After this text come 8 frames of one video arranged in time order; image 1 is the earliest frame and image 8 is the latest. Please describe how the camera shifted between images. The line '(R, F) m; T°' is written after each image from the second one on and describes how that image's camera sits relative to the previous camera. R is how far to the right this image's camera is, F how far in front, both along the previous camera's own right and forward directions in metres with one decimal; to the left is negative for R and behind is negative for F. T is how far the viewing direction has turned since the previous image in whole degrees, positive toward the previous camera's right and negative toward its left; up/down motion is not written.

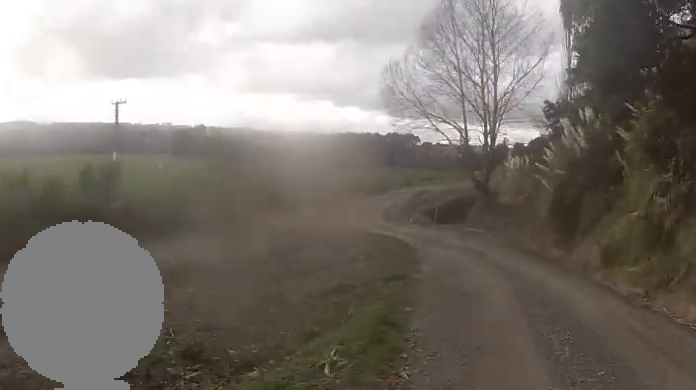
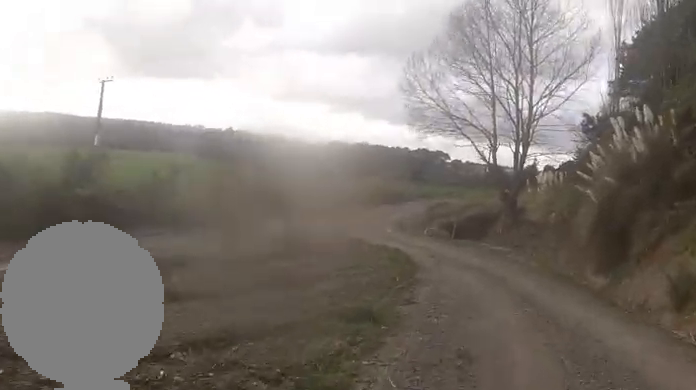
(+0.3, +4.5) m; +1°
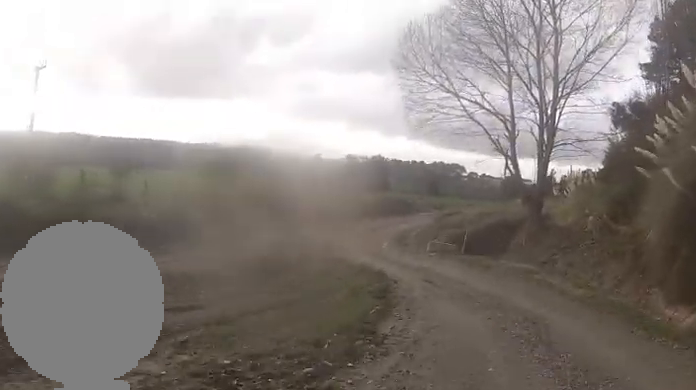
(+0.3, +6.1) m; -1°
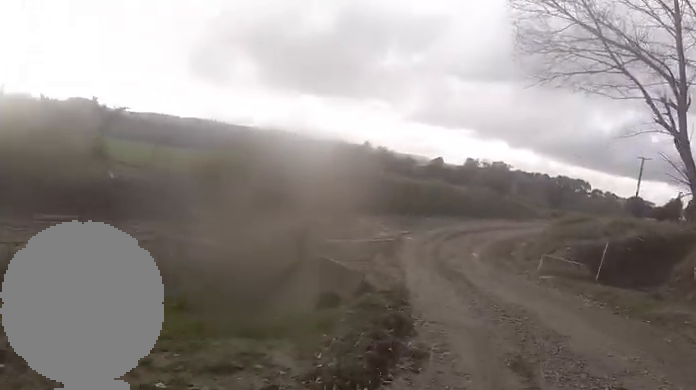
(-0.8, +8.6) m; -16°
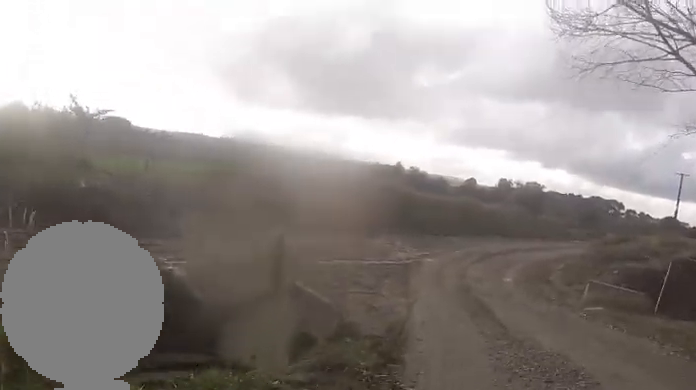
(+0.3, +2.4) m; -8°
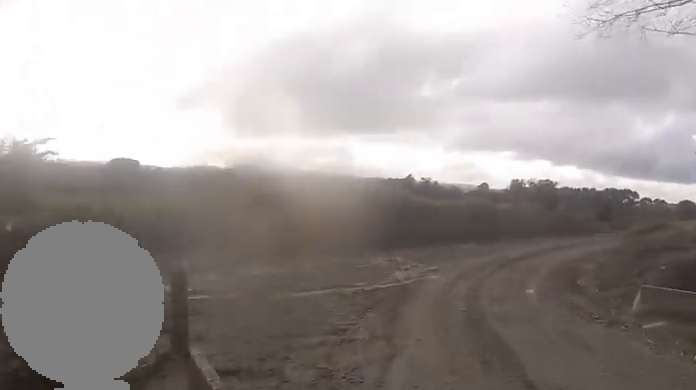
(-0.6, +2.6) m; -4°
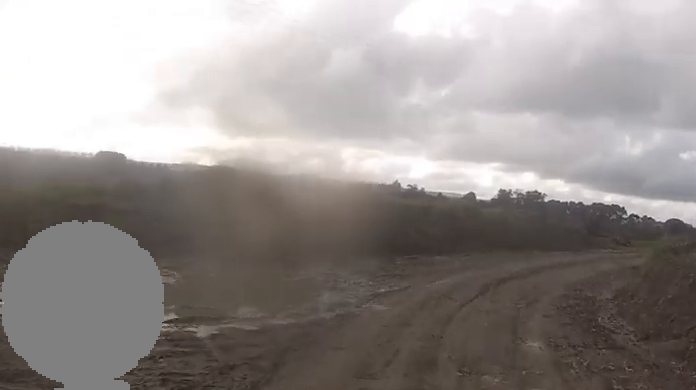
(-0.7, +5.2) m; -1°
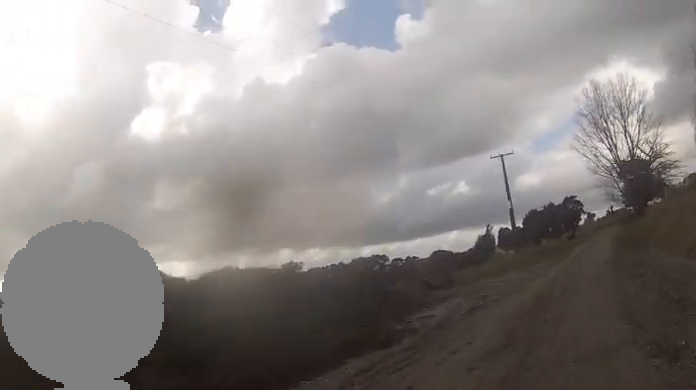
(+8.0, +19.1) m; +42°
